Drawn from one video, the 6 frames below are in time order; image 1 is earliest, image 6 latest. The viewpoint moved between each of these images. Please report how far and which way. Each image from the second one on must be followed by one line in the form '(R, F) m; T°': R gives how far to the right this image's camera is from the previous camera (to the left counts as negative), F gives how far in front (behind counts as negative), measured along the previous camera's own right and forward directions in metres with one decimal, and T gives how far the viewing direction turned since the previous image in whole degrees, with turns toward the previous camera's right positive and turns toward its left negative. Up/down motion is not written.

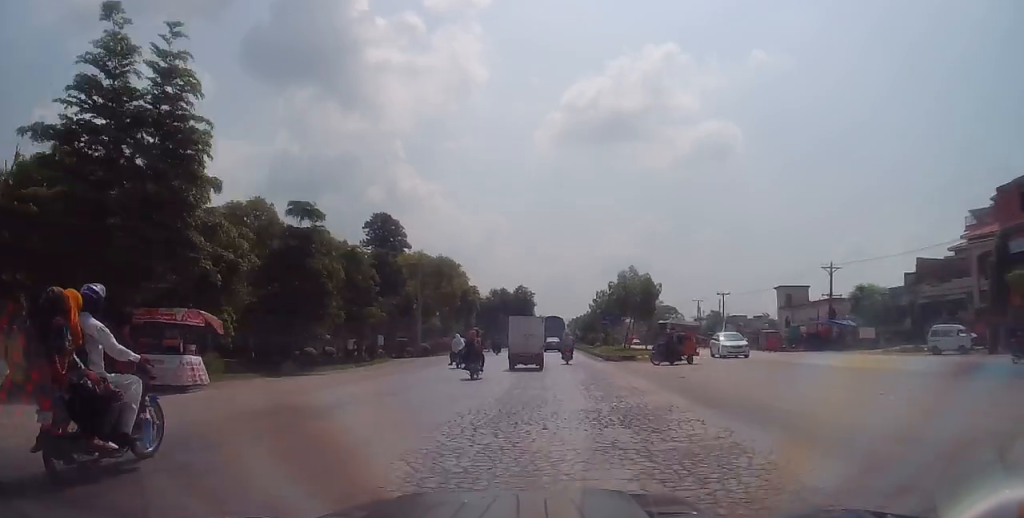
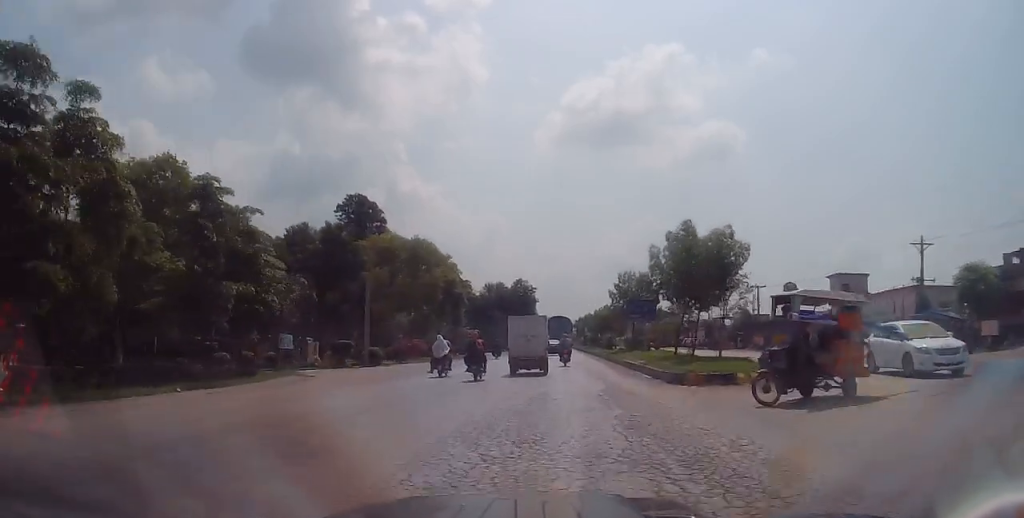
(-0.5, +16.7) m; 0°
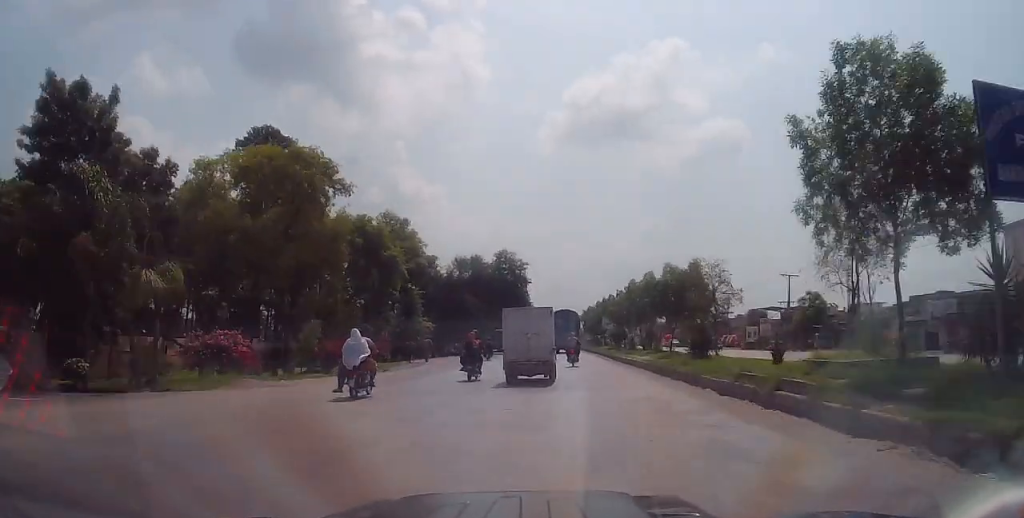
(+0.6, +31.7) m; 0°
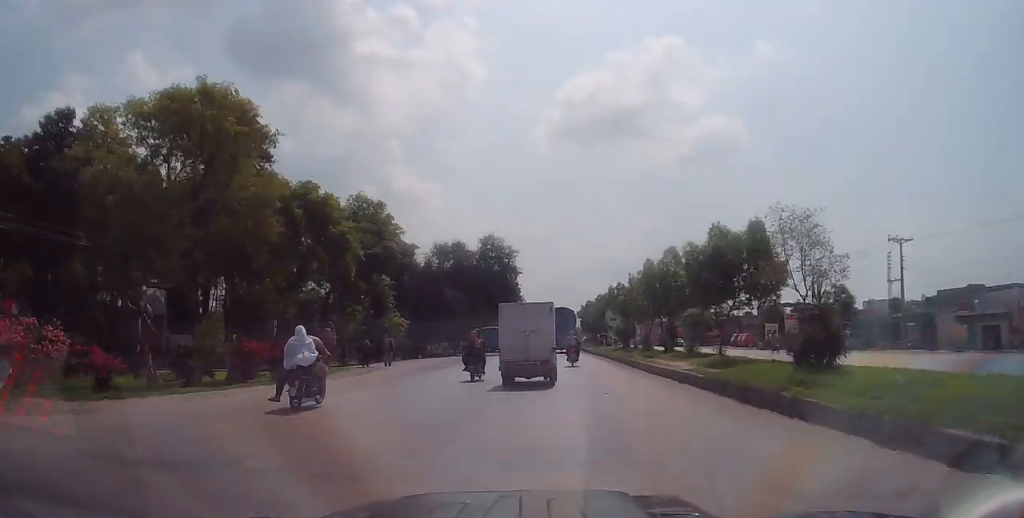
(-0.1, +9.3) m; 0°
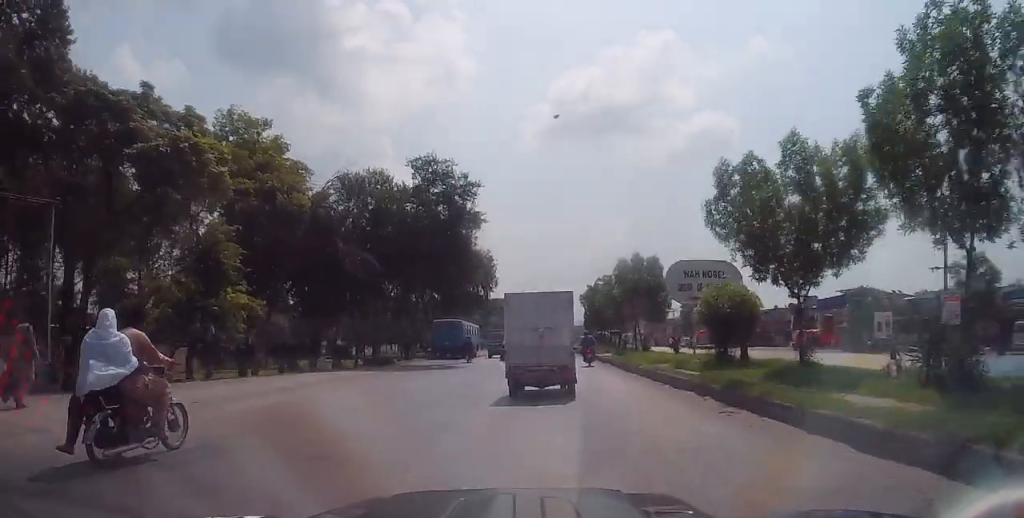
(+0.8, +27.2) m; +4°
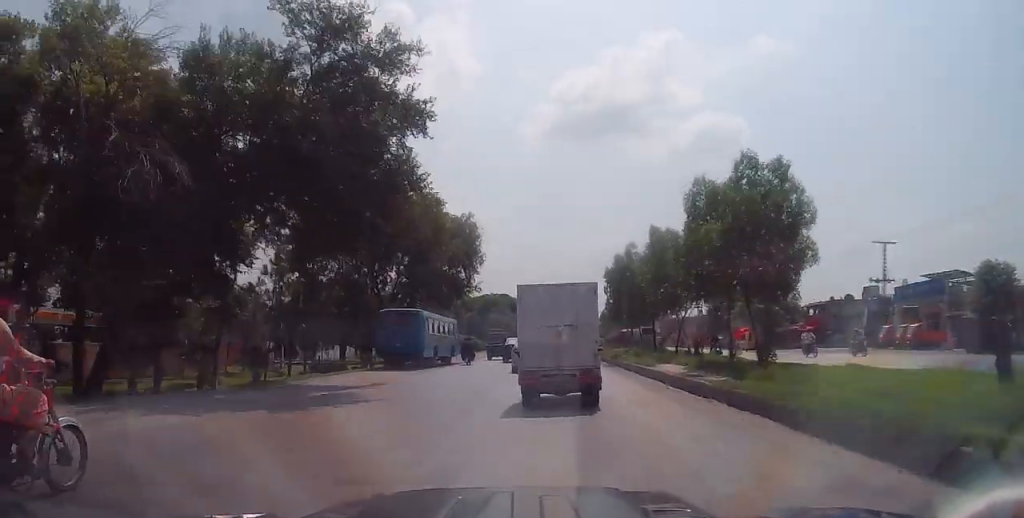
(0.0, +17.8) m; -3°
